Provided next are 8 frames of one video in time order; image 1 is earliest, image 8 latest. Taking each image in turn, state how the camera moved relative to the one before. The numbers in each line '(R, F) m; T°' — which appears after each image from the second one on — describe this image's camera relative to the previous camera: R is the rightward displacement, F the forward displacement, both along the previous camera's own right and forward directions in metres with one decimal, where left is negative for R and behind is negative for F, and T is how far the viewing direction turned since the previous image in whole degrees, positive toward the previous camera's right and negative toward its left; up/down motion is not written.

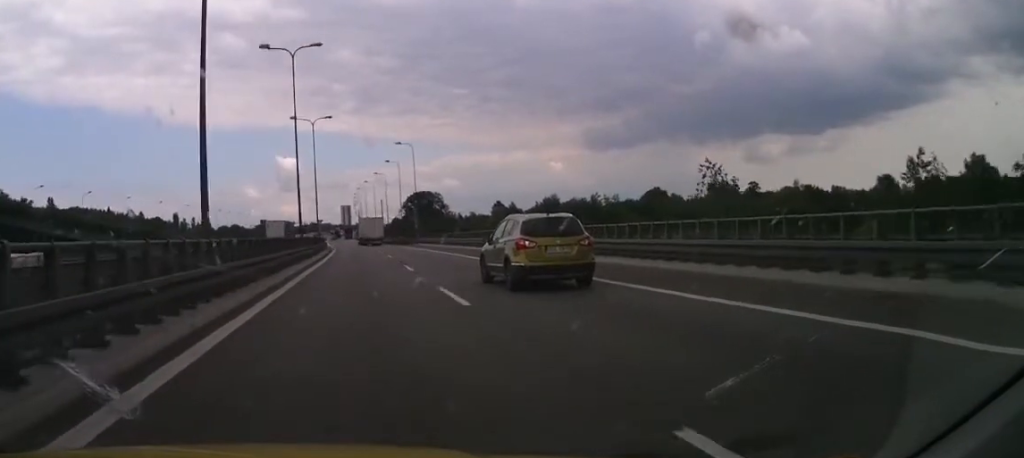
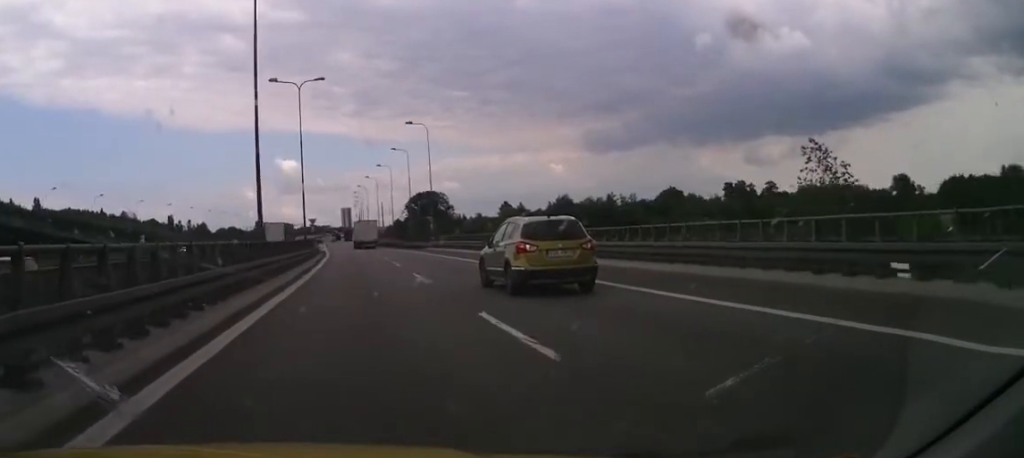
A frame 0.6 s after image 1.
(+0.2, +16.9) m; +1°
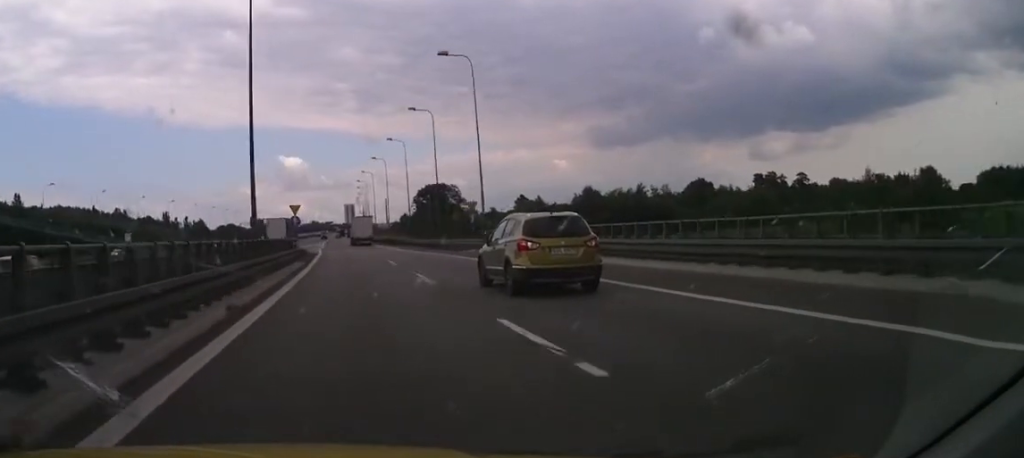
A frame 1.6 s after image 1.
(+0.1, +24.9) m; 0°
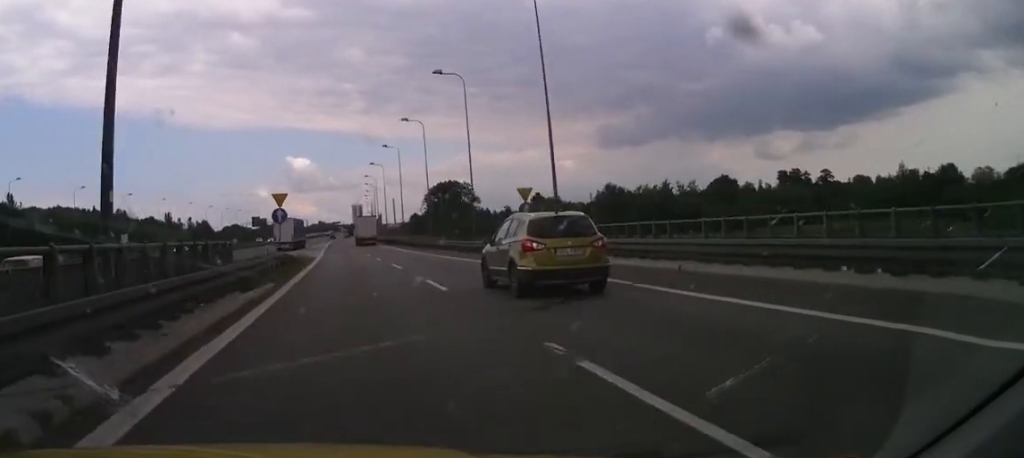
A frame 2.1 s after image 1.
(-0.1, +14.1) m; -1°
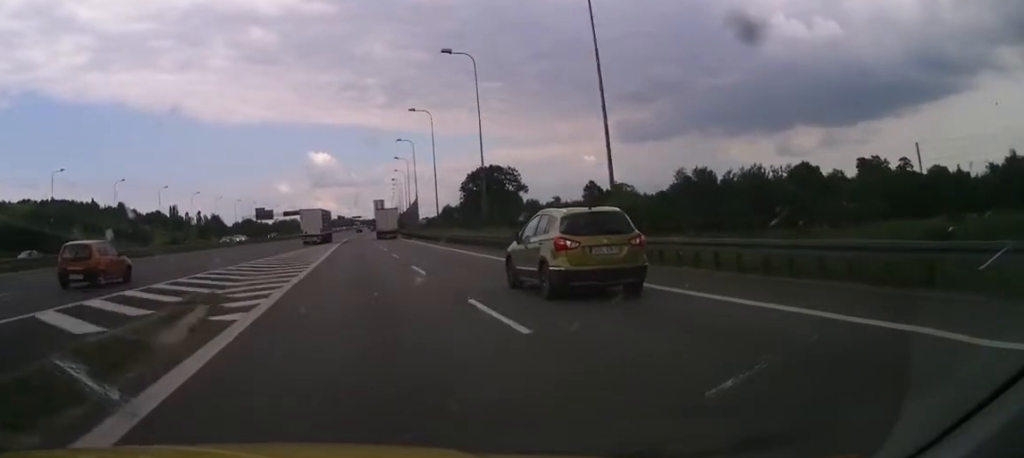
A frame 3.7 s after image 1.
(-0.5, +42.4) m; -1°
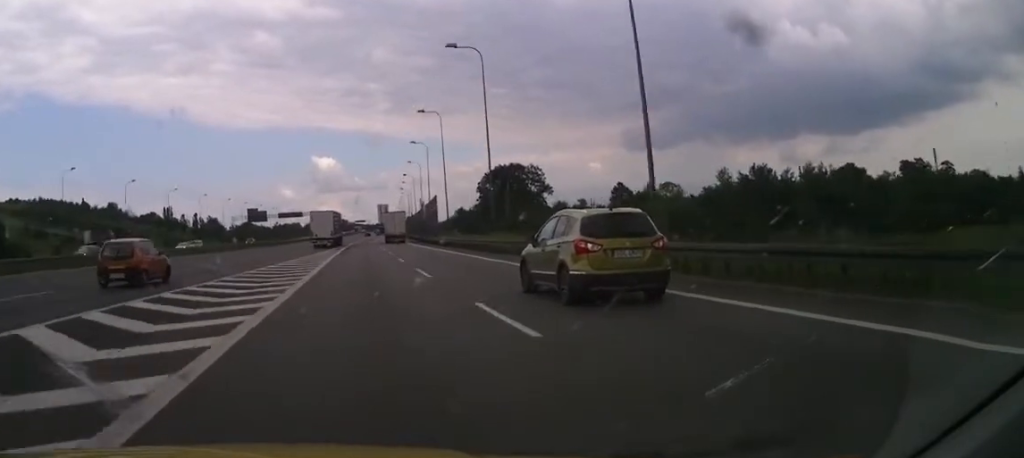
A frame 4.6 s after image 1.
(+0.2, +23.8) m; 0°
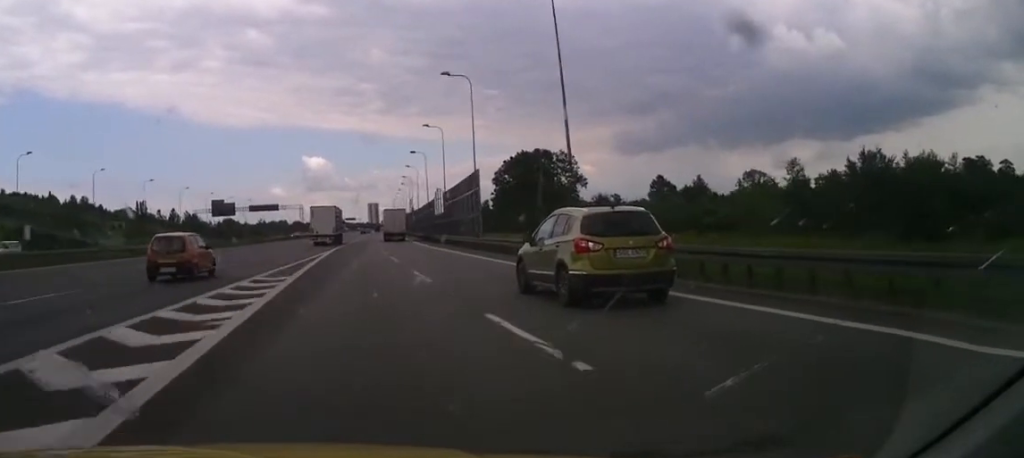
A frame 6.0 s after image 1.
(-0.5, +38.1) m; -1°
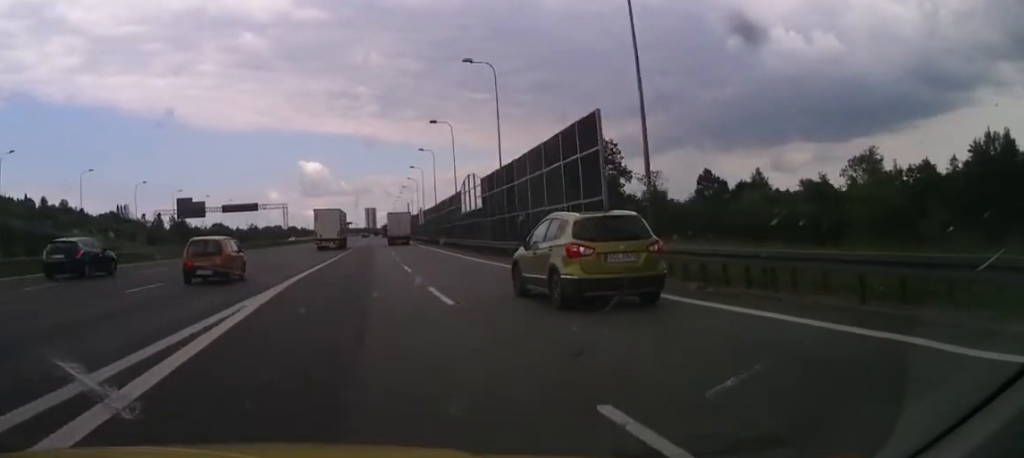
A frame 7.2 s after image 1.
(-0.1, +30.2) m; 0°
